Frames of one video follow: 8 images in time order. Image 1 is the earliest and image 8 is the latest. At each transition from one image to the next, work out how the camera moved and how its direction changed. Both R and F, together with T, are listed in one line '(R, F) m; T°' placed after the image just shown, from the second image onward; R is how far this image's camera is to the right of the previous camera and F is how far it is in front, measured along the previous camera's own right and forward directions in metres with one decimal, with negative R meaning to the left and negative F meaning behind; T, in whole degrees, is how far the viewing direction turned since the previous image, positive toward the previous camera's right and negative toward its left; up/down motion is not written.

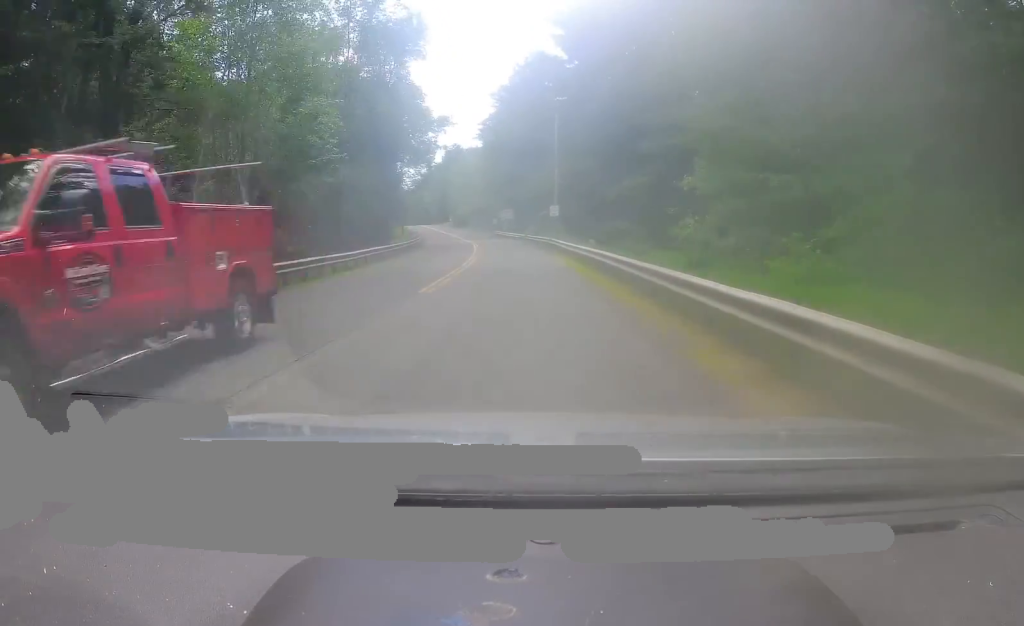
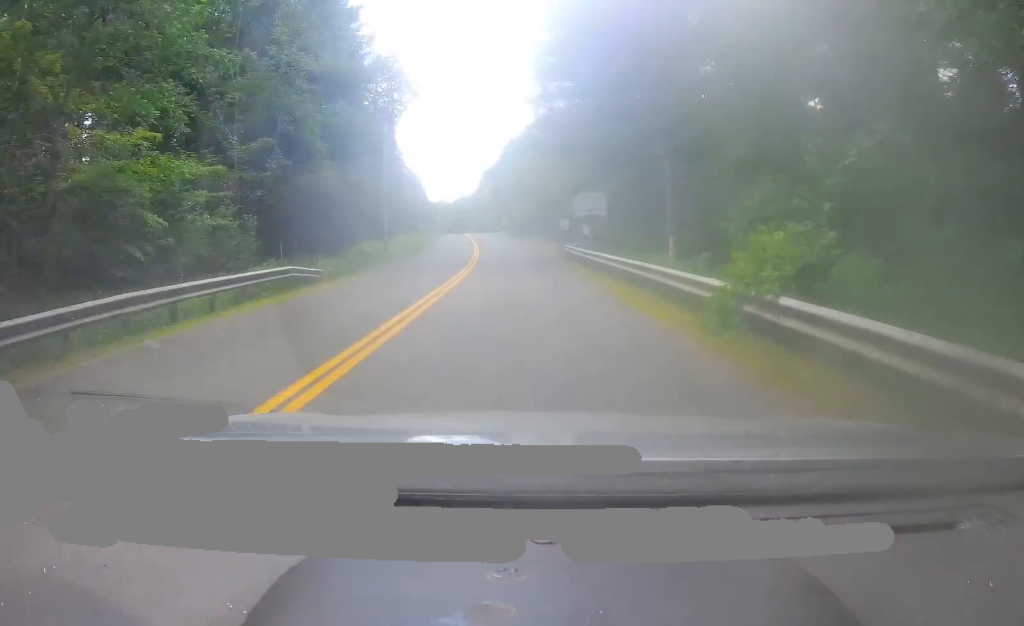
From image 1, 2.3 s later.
(-1.4, +49.7) m; -4°
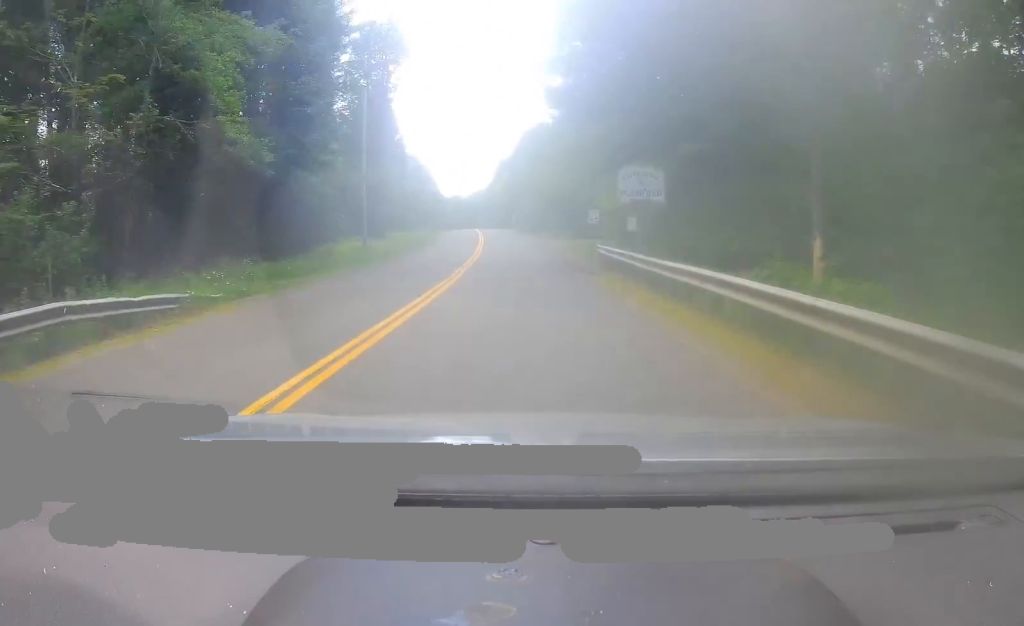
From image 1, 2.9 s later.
(-0.2, +11.5) m; -1°
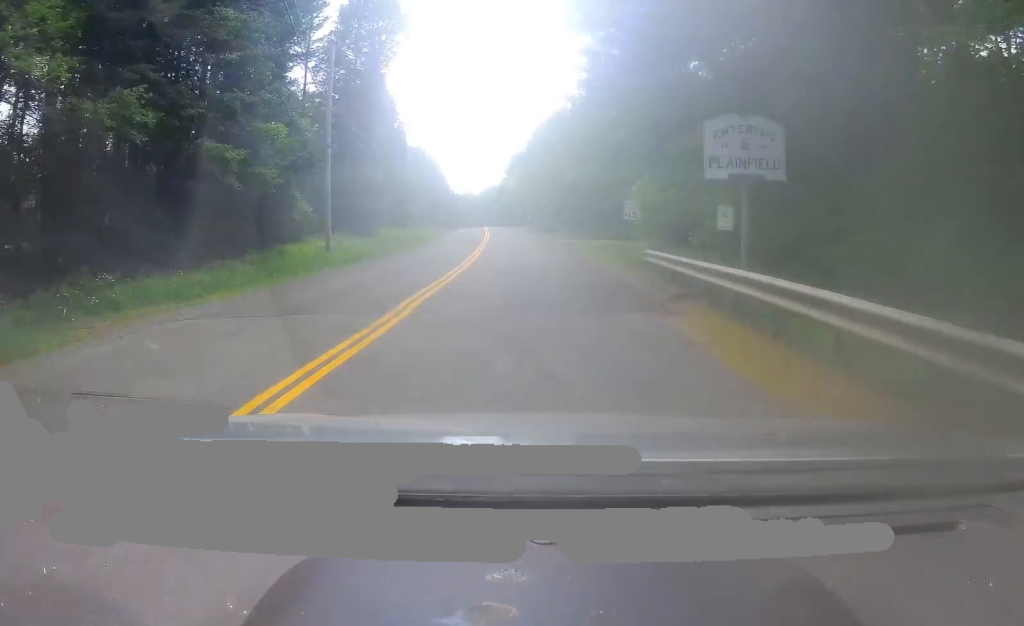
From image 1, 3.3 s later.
(0.0, +10.1) m; 0°
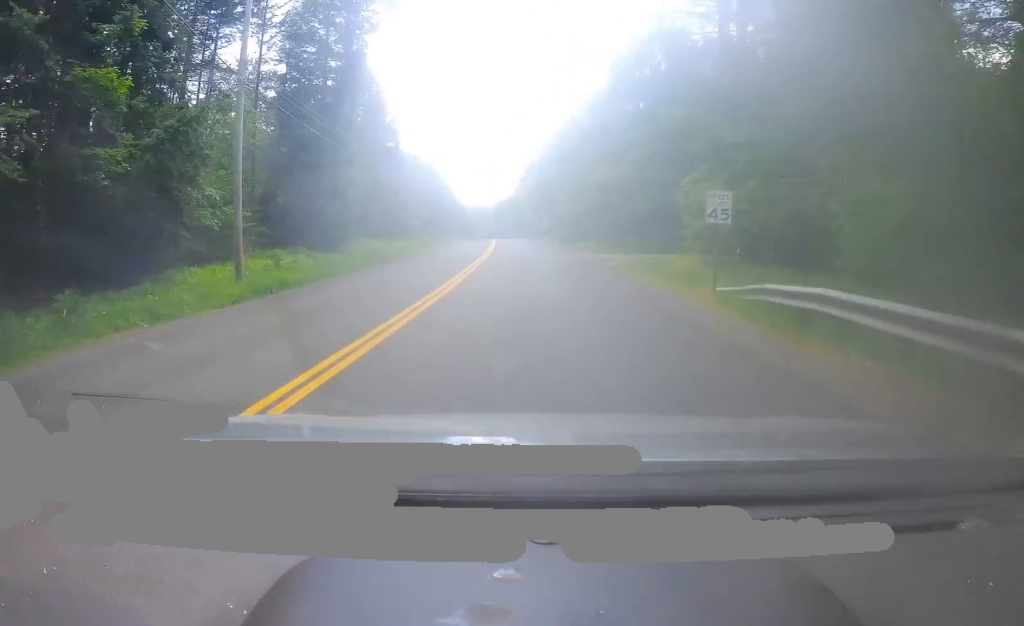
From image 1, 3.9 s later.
(+0.1, +11.6) m; 0°
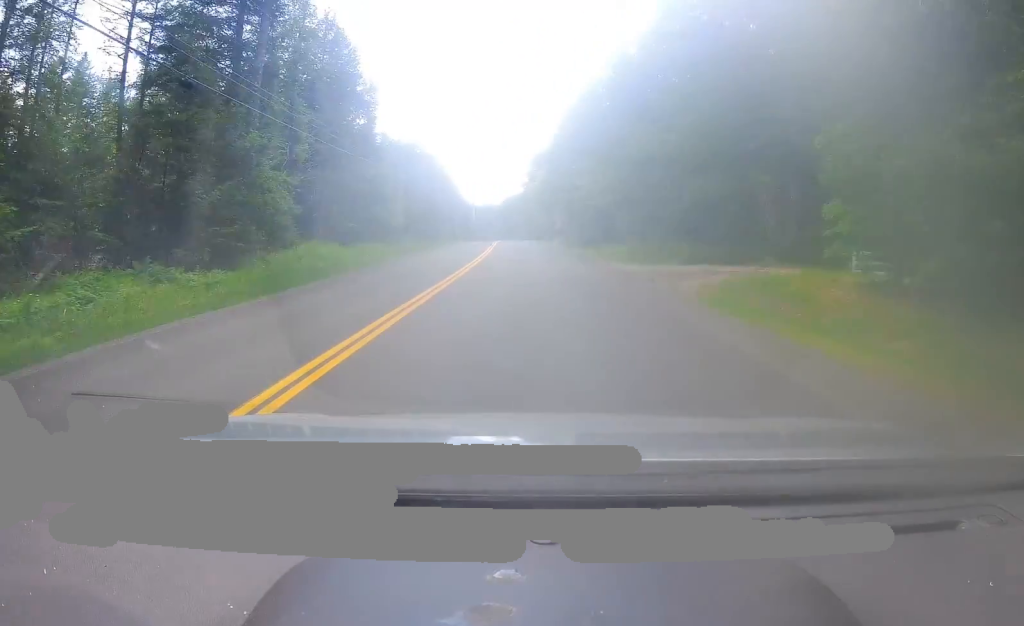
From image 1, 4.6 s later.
(-0.2, +16.0) m; -2°
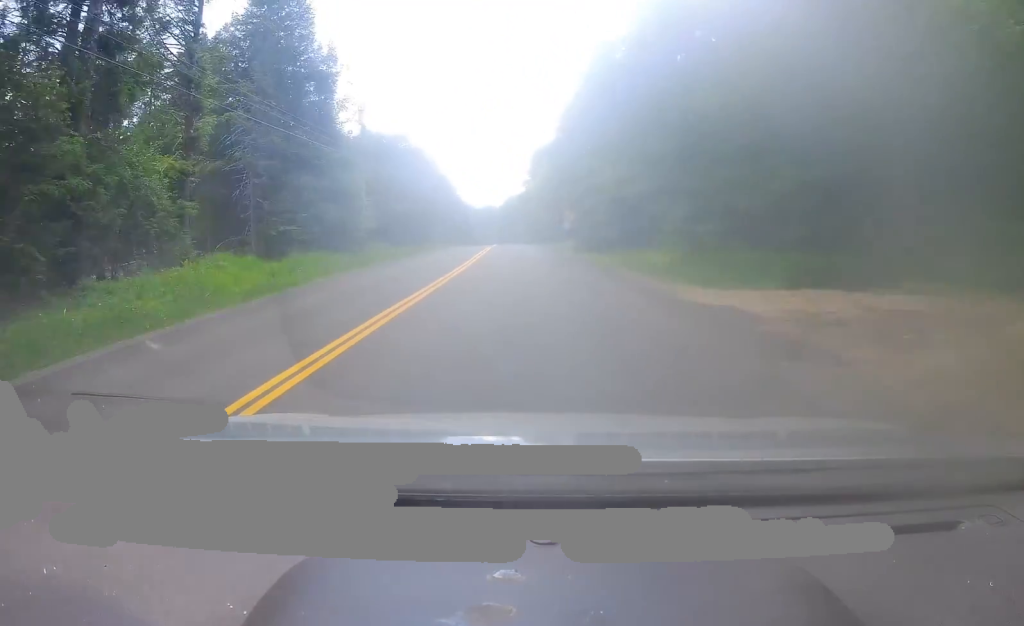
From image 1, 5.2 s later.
(-0.2, +13.1) m; -2°
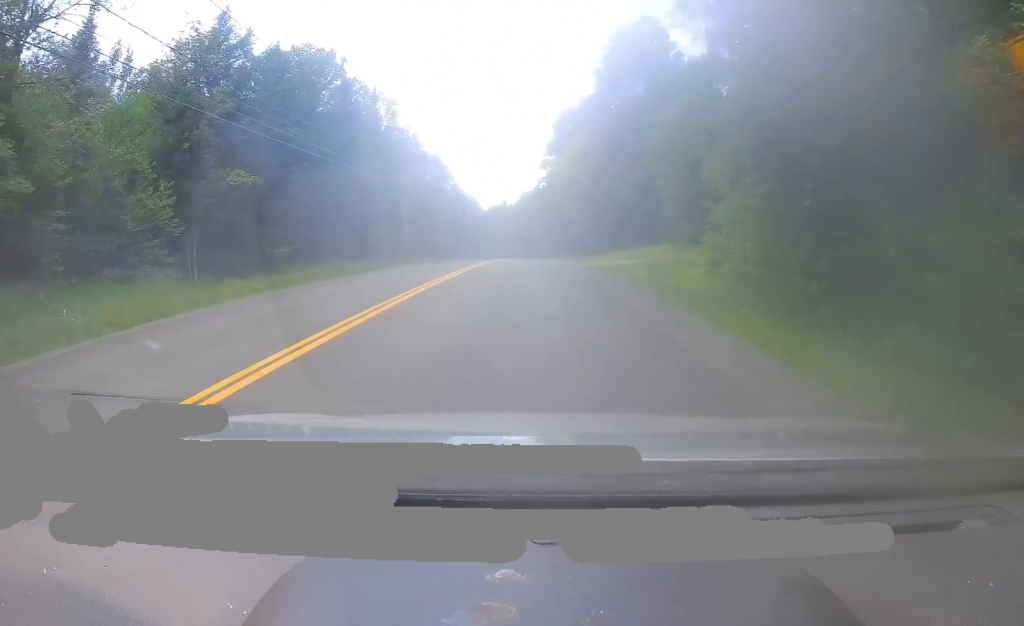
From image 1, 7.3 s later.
(-1.9, +46.2) m; -3°
